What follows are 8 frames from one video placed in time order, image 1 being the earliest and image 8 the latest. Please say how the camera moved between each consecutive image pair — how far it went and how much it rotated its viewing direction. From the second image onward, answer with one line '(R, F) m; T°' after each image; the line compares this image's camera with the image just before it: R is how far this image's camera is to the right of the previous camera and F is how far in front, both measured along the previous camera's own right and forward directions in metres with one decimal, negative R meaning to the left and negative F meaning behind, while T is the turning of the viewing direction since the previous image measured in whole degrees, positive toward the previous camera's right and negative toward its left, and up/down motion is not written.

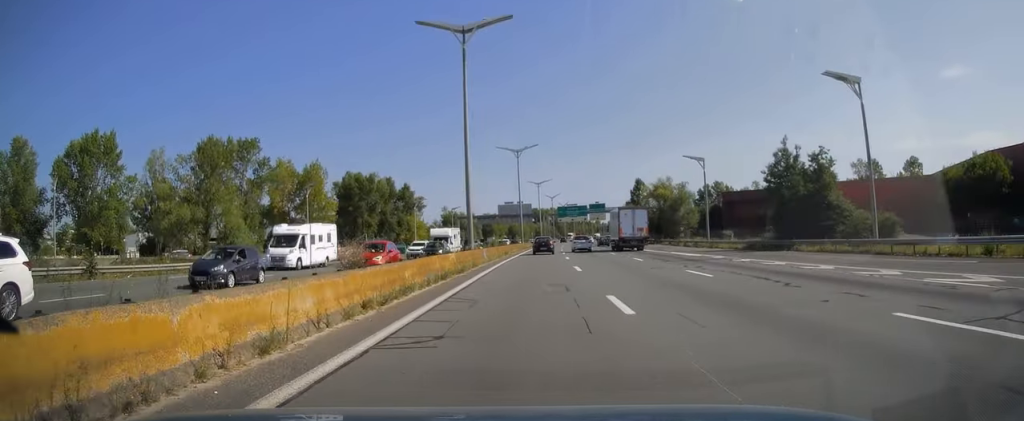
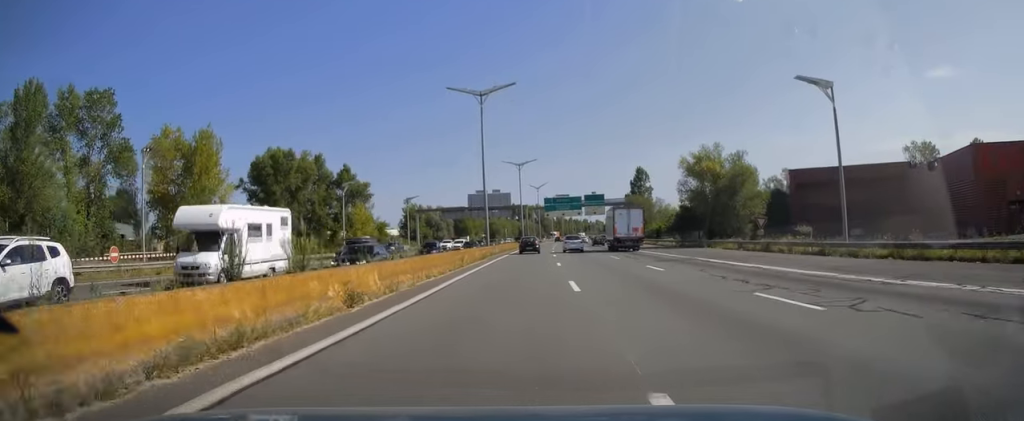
(+0.4, +35.1) m; +1°
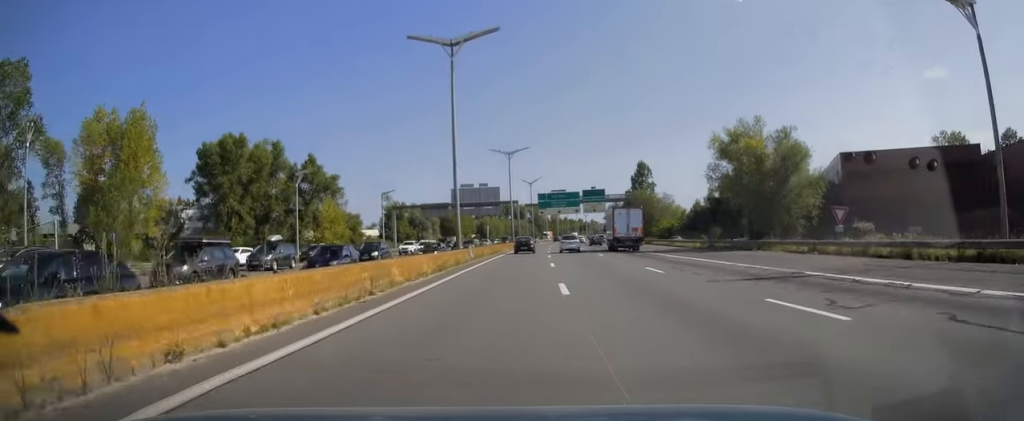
(+0.1, +14.4) m; +1°
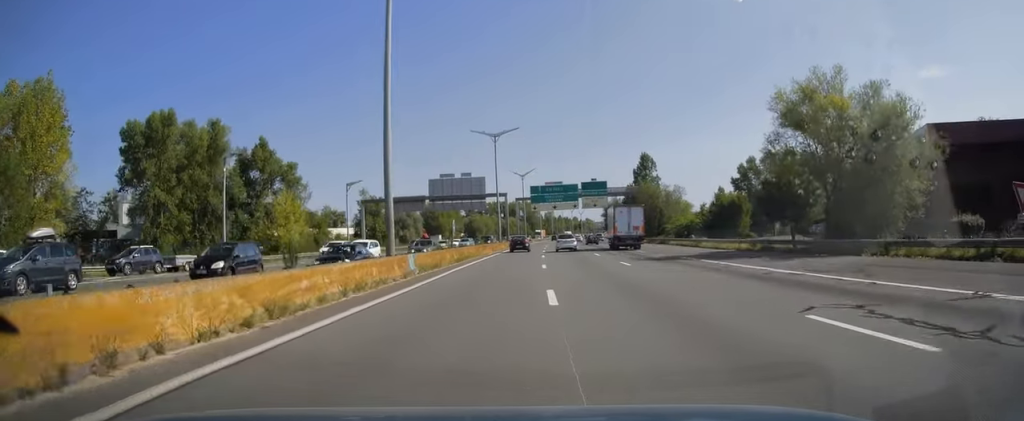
(0.0, +15.7) m; +1°
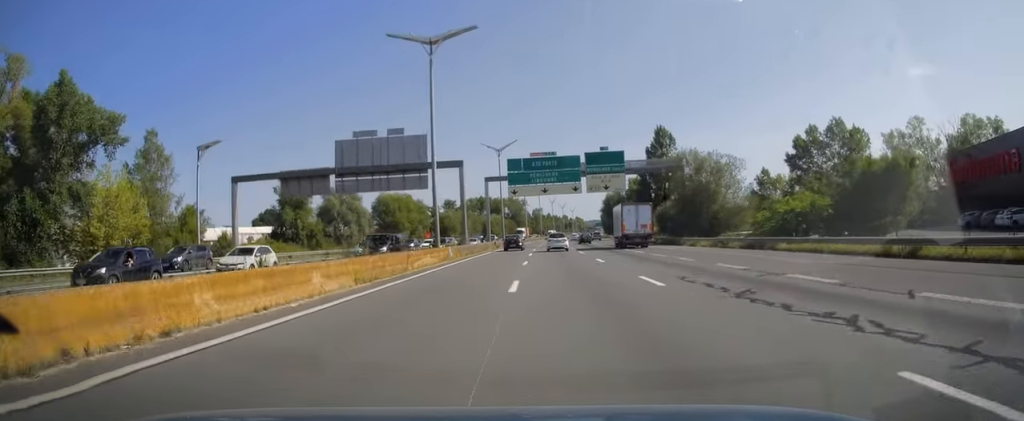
(+0.6, +37.1) m; +1°
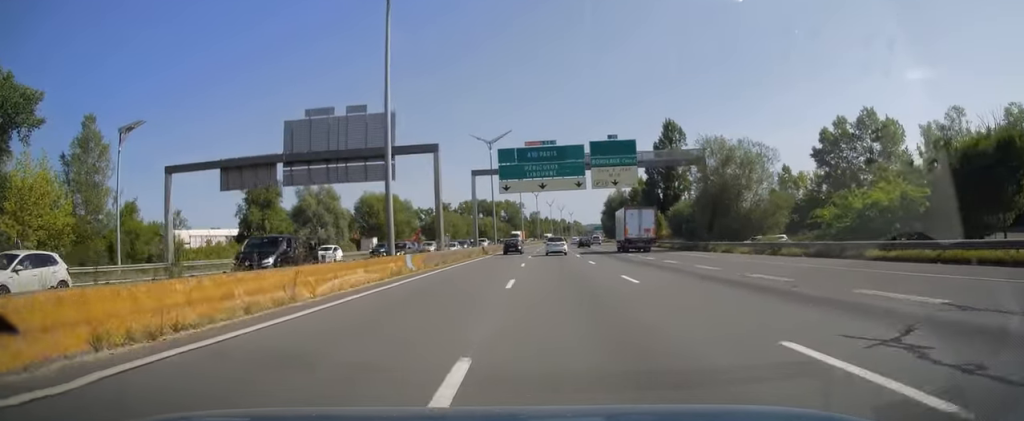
(0.0, +11.0) m; 0°
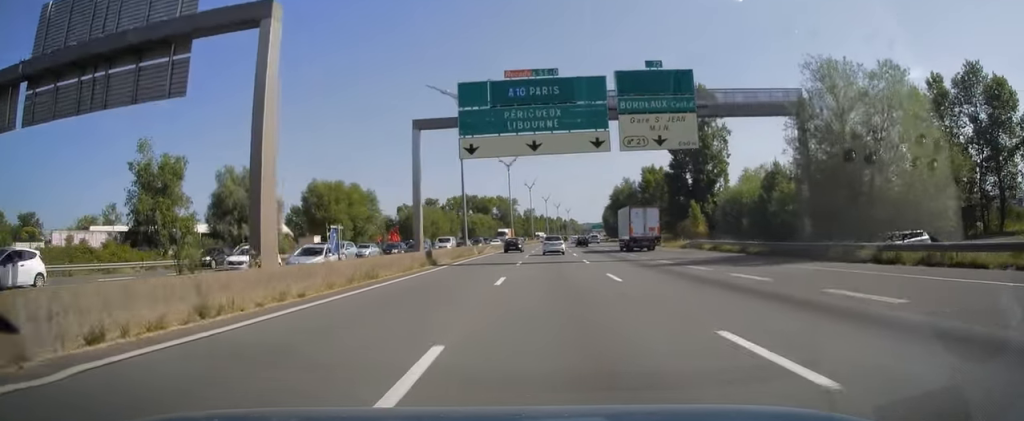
(+0.1, +25.4) m; +1°
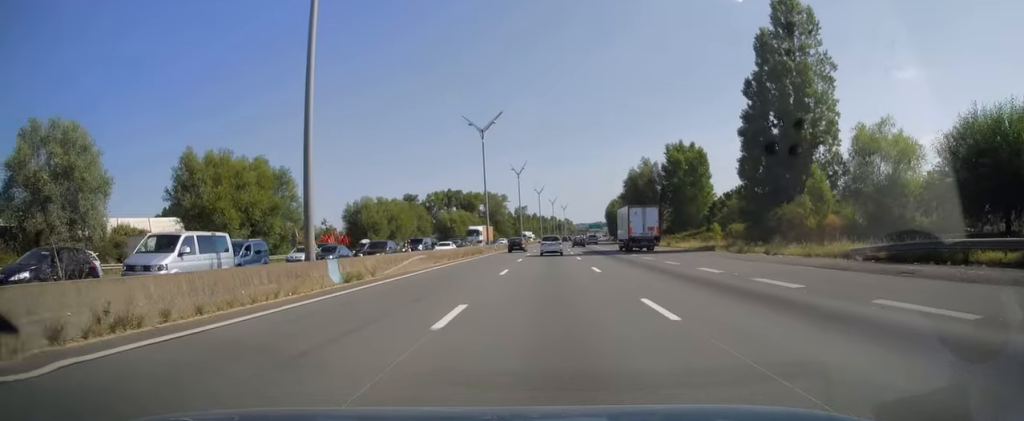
(+0.2, +35.0) m; +1°
